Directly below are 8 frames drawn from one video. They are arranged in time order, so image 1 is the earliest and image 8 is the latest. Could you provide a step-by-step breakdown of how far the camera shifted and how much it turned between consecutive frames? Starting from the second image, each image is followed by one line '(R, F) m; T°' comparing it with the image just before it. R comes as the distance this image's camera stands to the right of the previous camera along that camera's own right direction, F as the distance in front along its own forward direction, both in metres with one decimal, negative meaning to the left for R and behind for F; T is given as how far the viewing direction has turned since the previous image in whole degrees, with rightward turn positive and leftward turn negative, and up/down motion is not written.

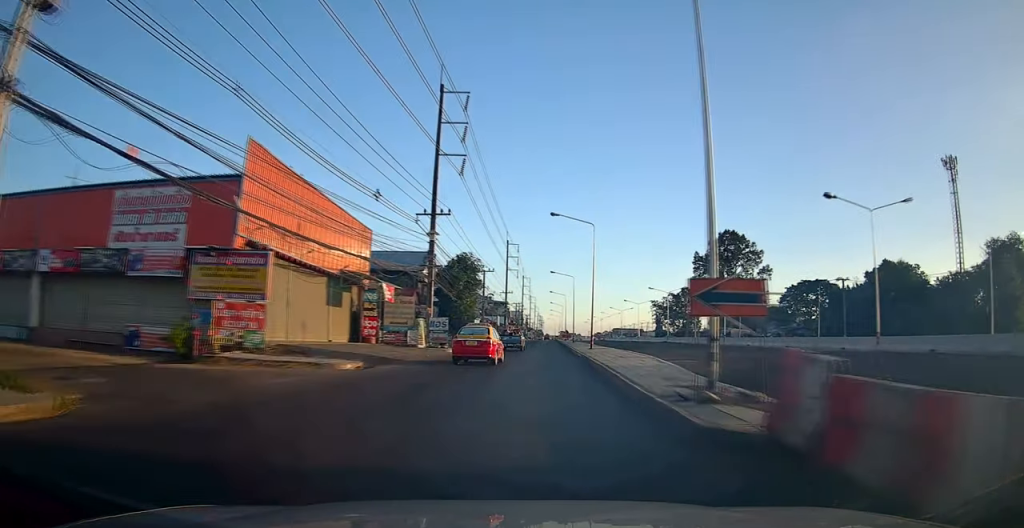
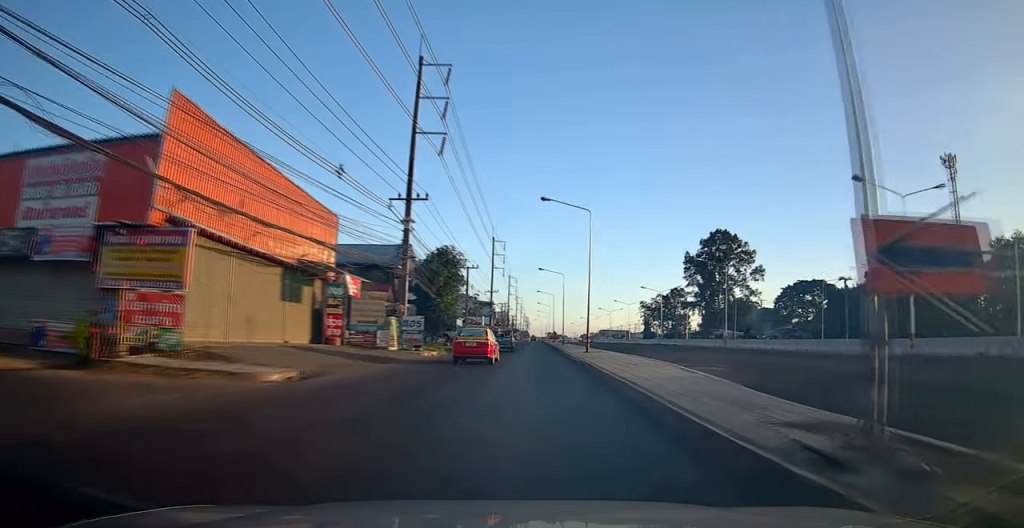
(0.0, +4.8) m; +1°
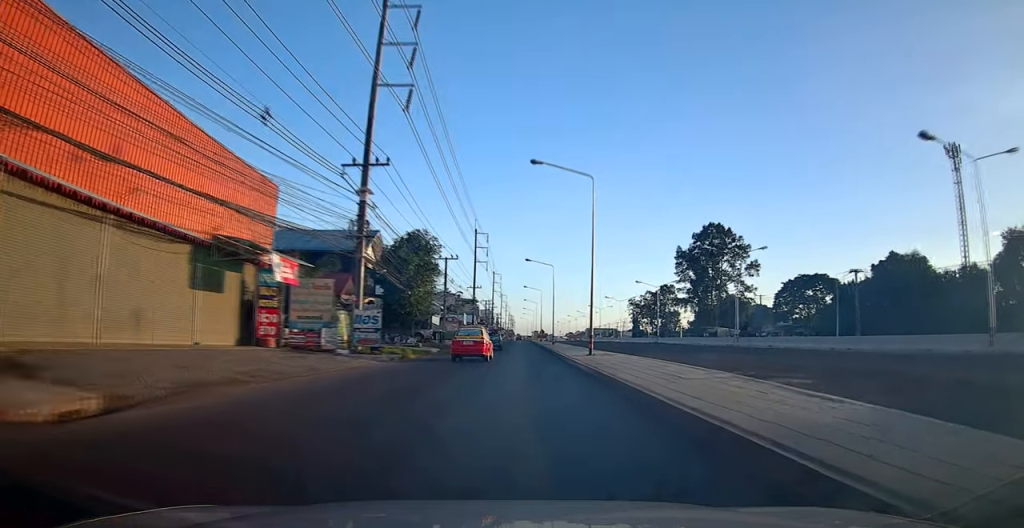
(-0.4, +7.3) m; 0°
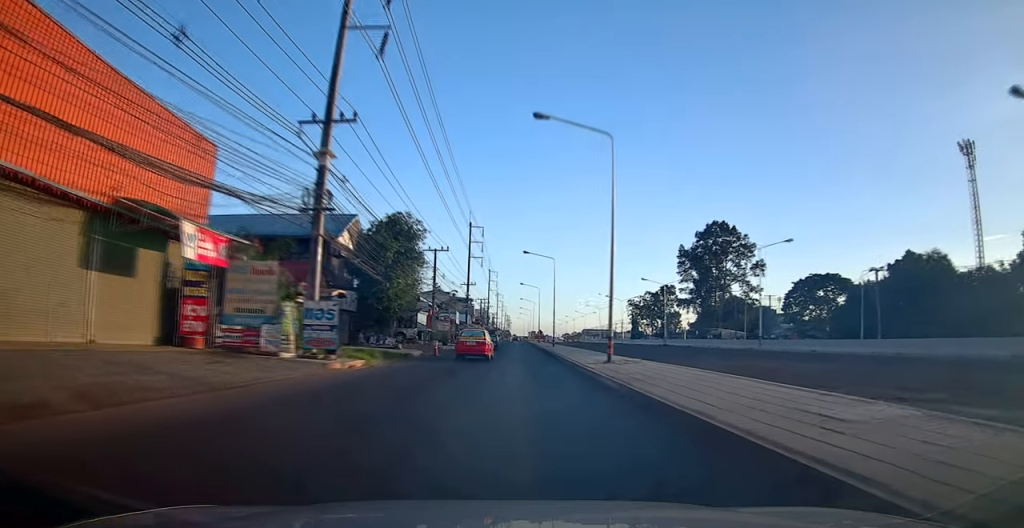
(+0.3, +6.3) m; +1°
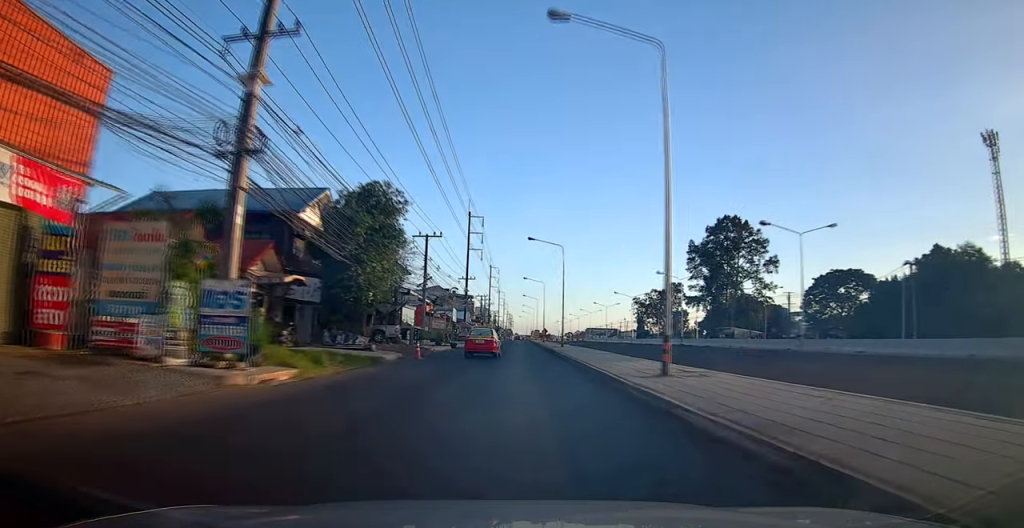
(+0.1, +7.4) m; 0°
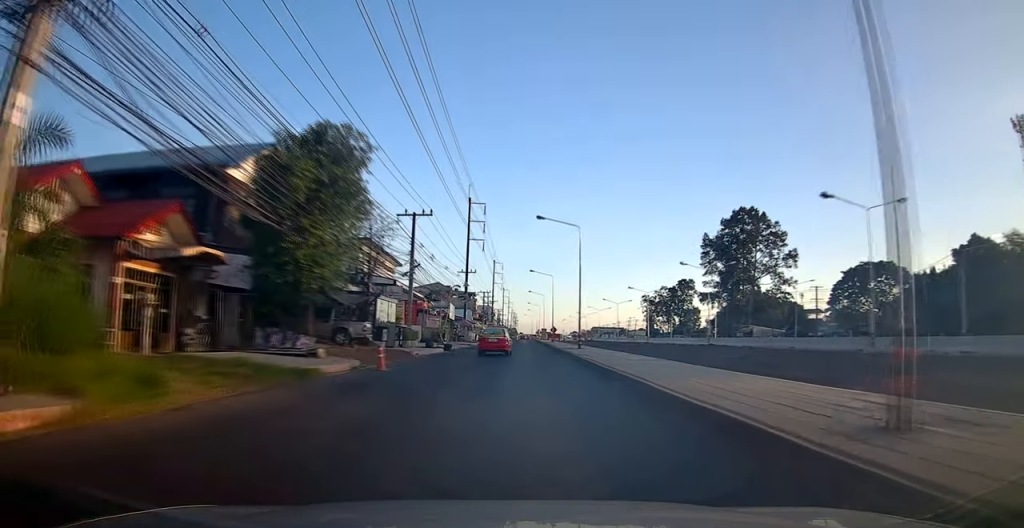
(-0.1, +8.6) m; -1°
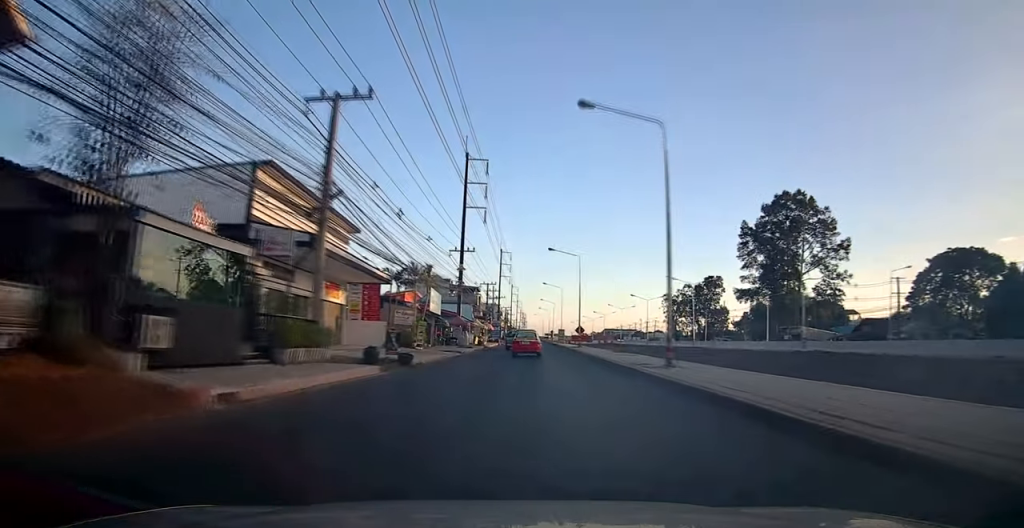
(-0.2, +20.7) m; +2°
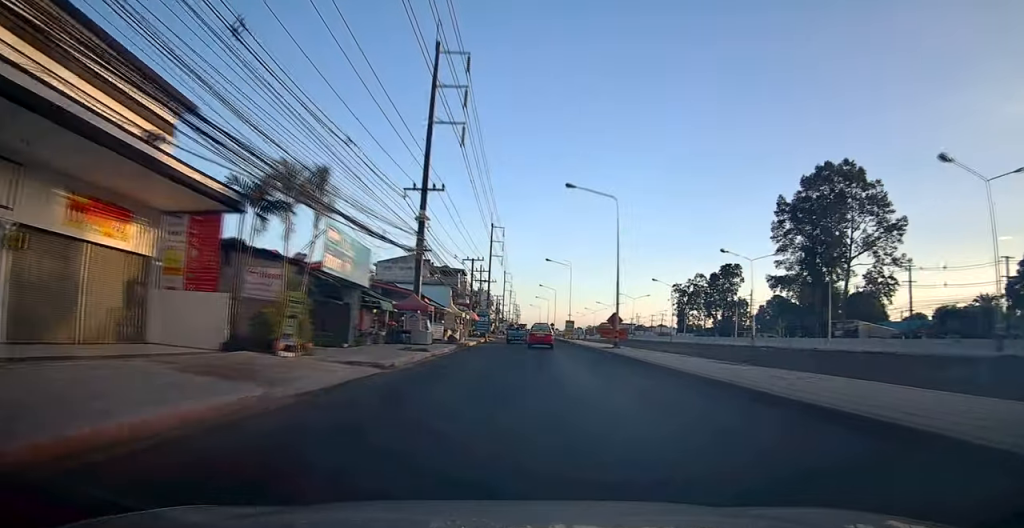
(+0.4, +22.3) m; 0°
